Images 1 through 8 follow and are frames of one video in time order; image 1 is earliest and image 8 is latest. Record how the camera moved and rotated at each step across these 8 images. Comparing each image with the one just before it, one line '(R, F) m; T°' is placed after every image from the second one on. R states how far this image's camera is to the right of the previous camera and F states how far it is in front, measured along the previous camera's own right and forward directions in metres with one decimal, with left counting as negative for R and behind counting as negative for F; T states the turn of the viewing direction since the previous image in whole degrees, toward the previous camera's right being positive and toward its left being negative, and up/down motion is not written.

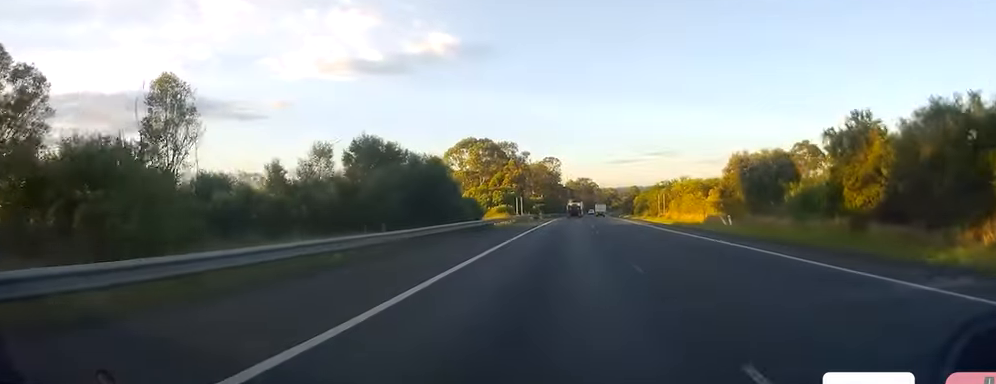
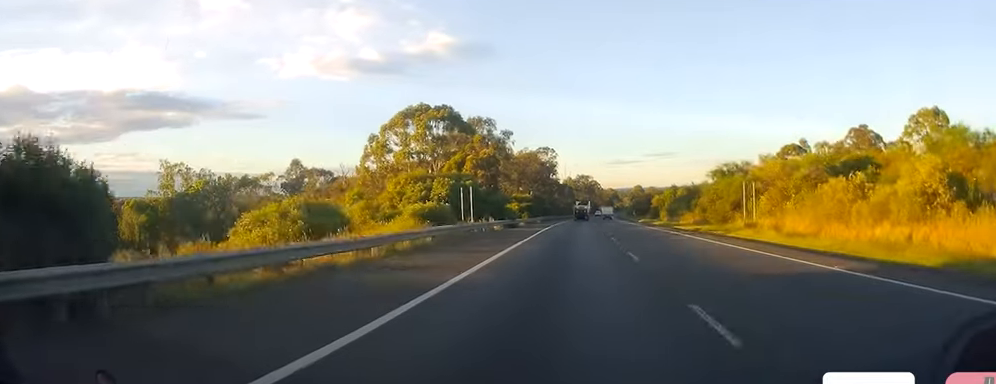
(+0.7, +43.6) m; +1°
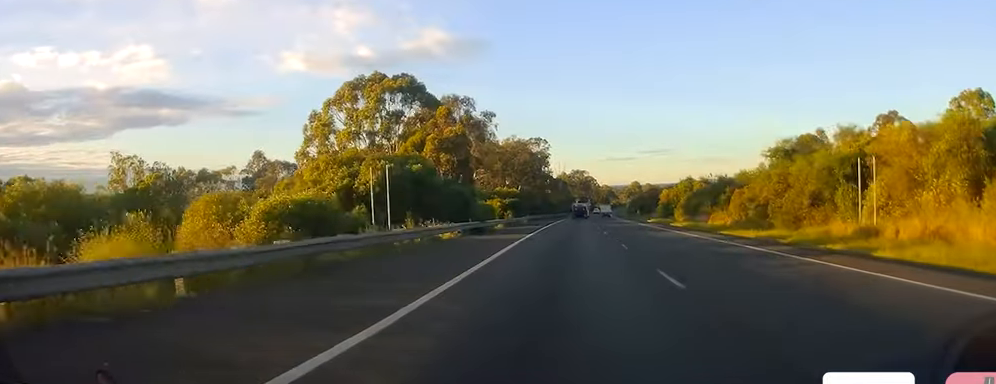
(-0.3, +19.1) m; +1°
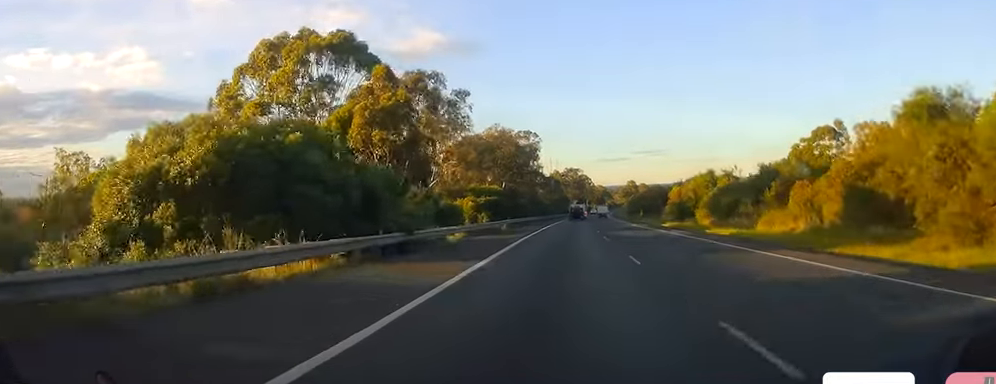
(+0.3, +18.2) m; 0°
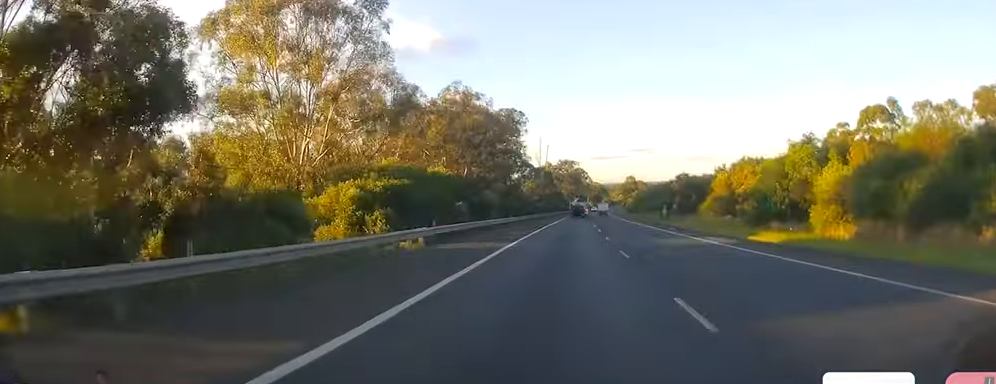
(-0.1, +33.4) m; 0°
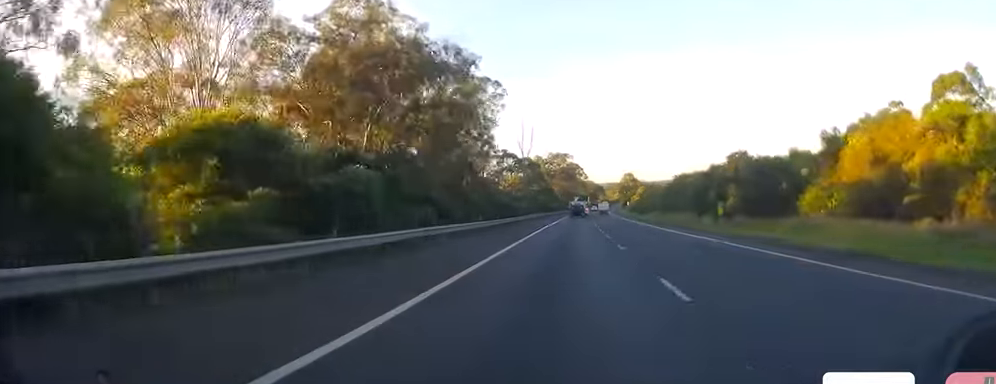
(+0.4, +33.2) m; +1°
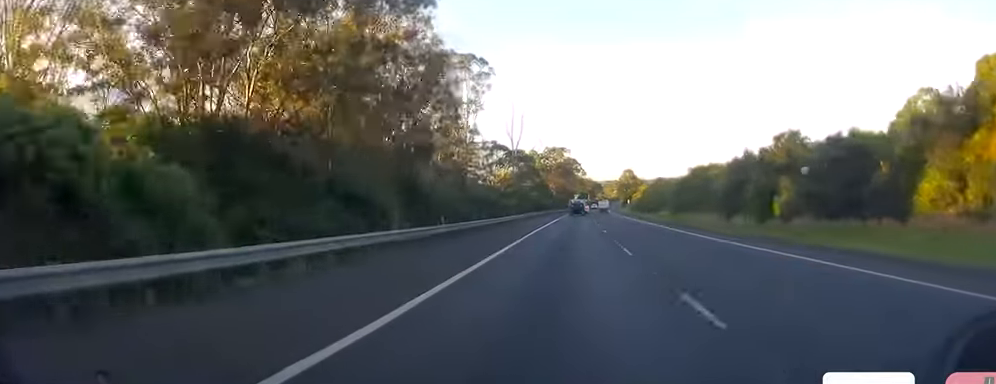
(0.0, +14.2) m; 0°
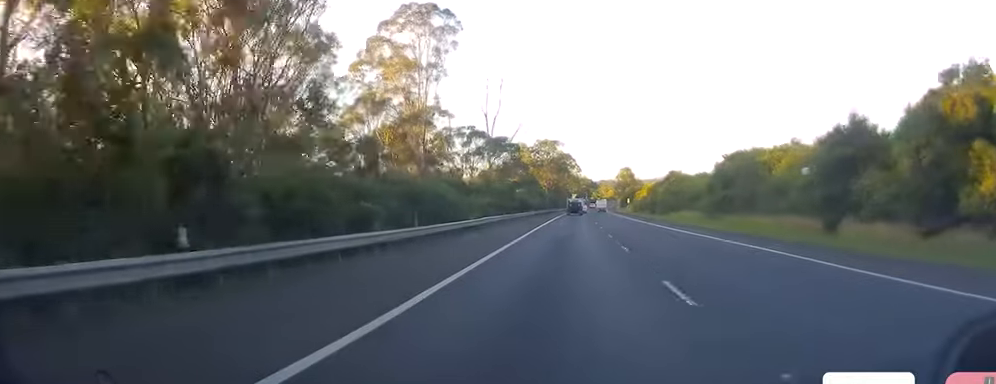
(-0.2, +21.9) m; +1°
